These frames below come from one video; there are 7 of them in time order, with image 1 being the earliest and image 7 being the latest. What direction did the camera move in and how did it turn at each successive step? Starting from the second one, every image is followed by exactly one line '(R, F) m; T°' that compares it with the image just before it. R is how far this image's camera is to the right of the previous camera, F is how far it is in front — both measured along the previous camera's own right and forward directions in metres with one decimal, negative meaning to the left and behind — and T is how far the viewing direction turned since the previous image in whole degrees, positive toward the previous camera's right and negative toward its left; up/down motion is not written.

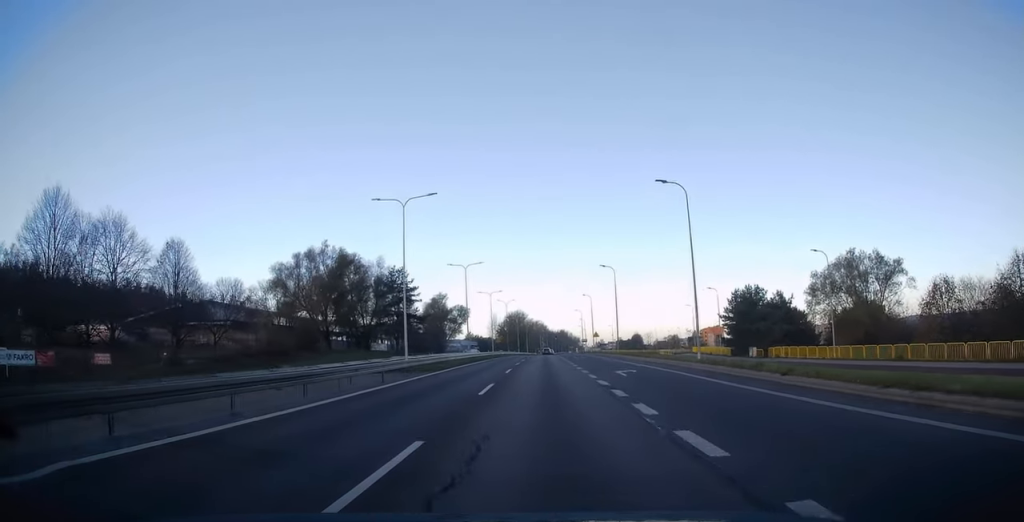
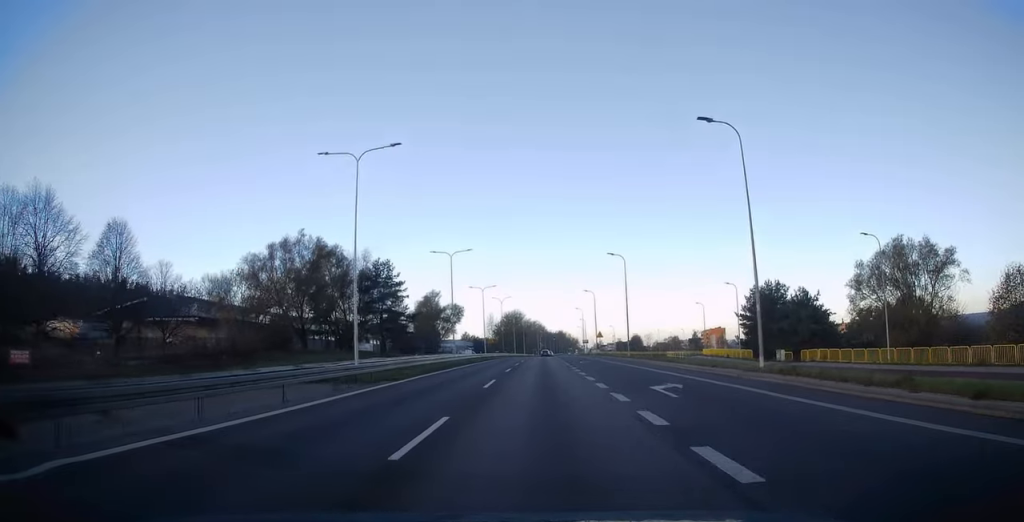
(0.0, +9.2) m; 0°
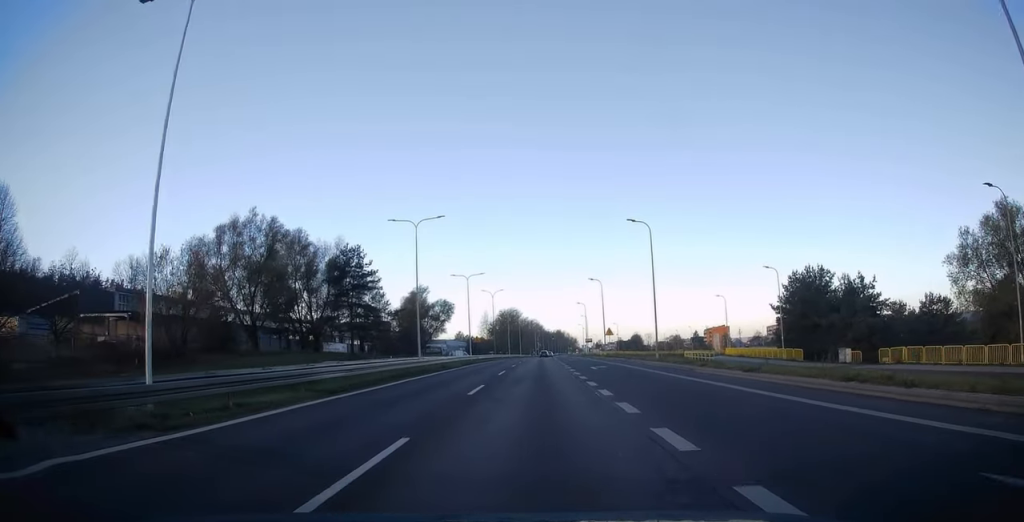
(+0.1, +14.7) m; +1°
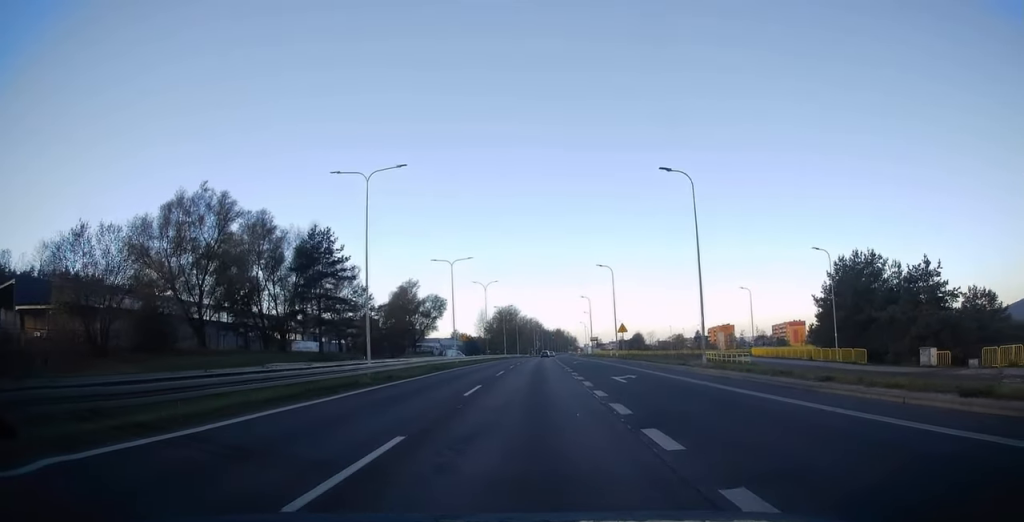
(+0.1, +11.9) m; +1°
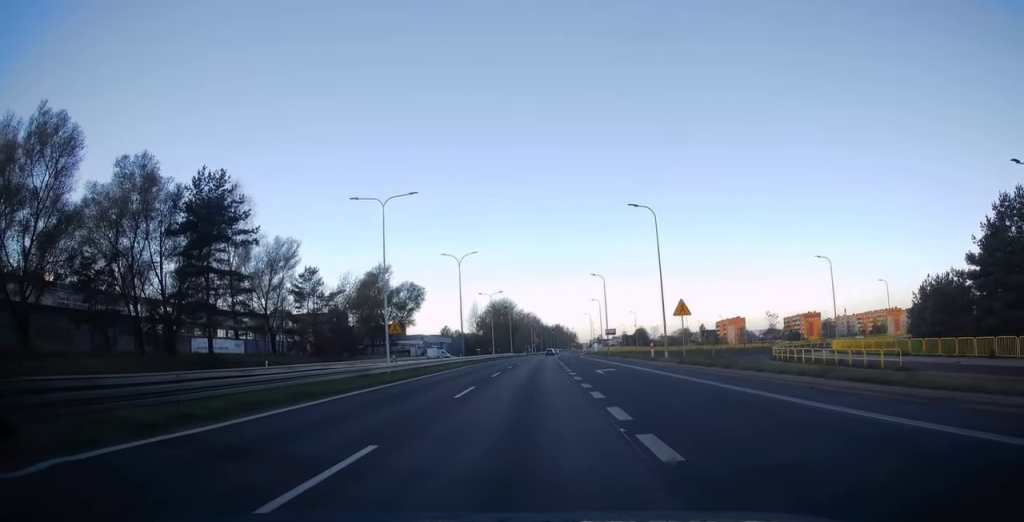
(0.0, +25.0) m; 0°
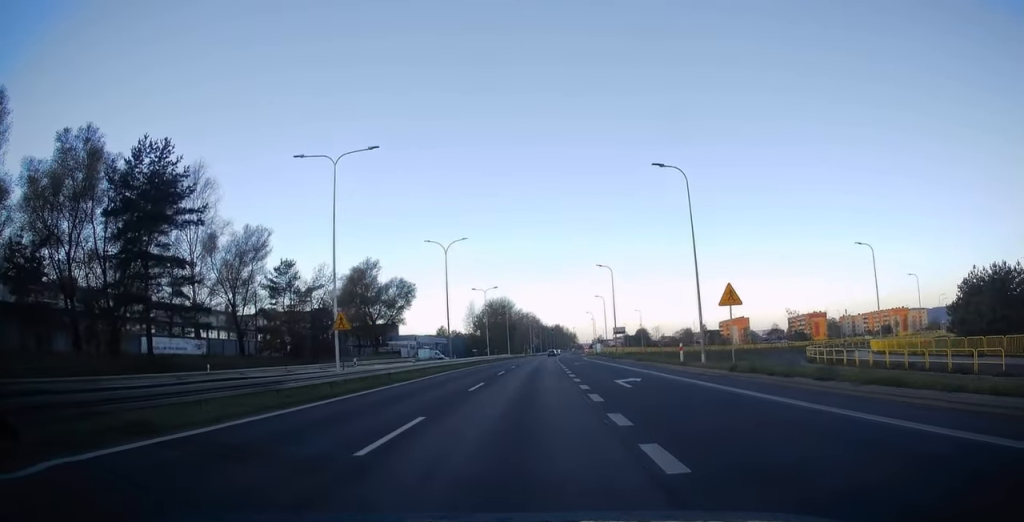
(0.0, +8.5) m; 0°
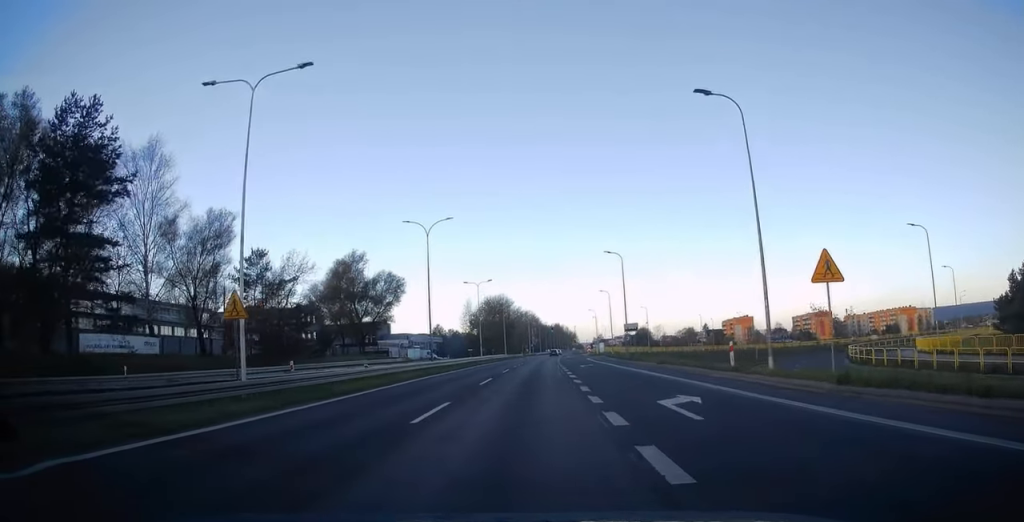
(0.0, +8.5) m; 0°
